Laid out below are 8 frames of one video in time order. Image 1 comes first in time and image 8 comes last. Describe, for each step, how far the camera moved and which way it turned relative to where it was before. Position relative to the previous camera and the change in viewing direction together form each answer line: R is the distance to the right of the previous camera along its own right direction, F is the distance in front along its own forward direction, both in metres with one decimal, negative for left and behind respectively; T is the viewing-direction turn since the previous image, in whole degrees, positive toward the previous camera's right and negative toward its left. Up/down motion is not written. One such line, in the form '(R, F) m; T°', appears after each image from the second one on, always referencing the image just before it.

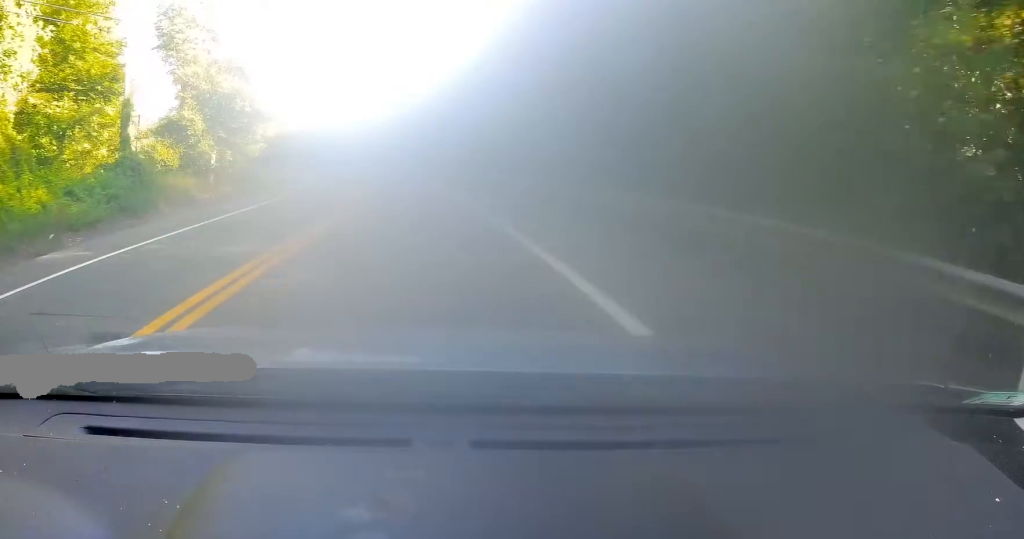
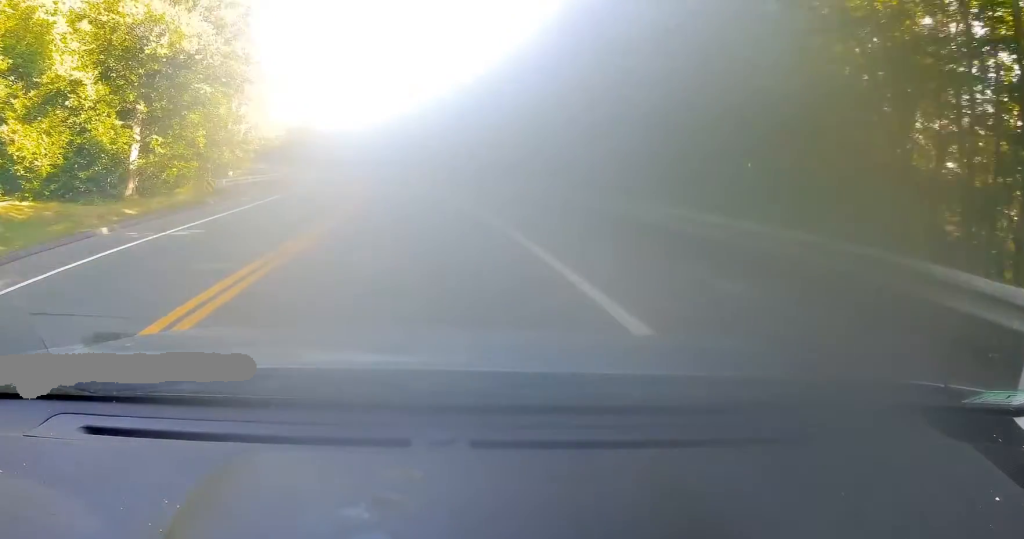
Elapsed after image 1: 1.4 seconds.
(-0.6, +31.6) m; -3°
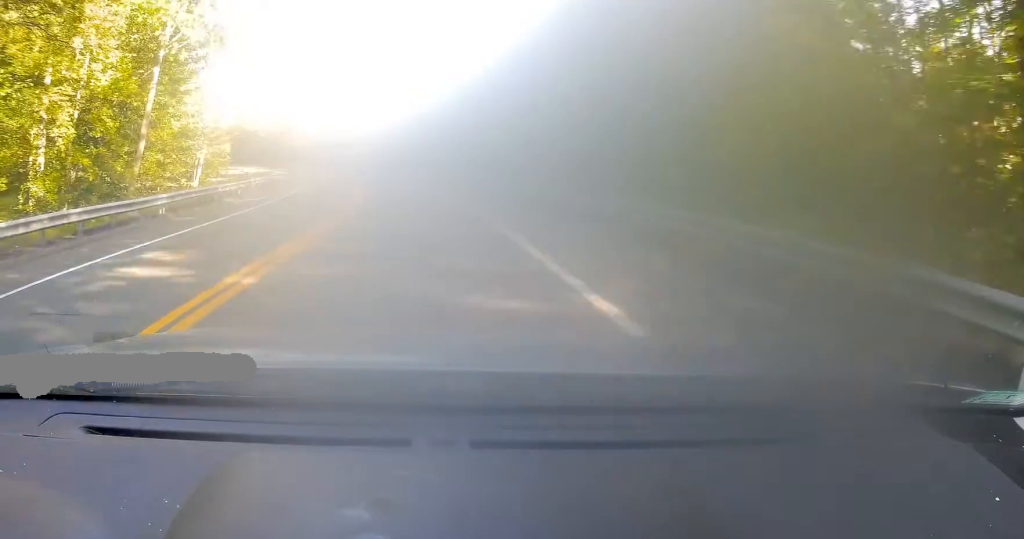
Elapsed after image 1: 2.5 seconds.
(-1.2, +25.6) m; -7°
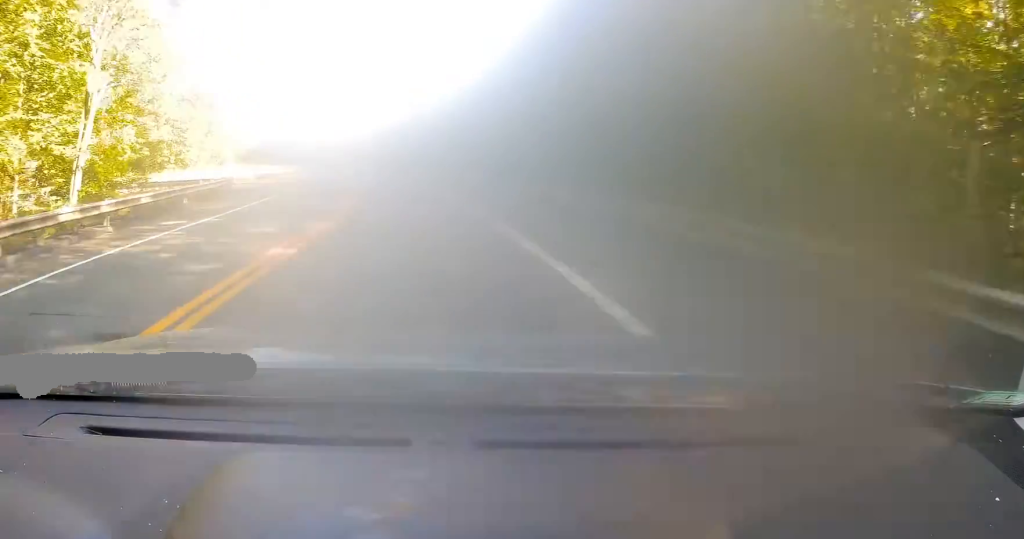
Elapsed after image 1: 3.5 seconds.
(-1.4, +23.9) m; -7°
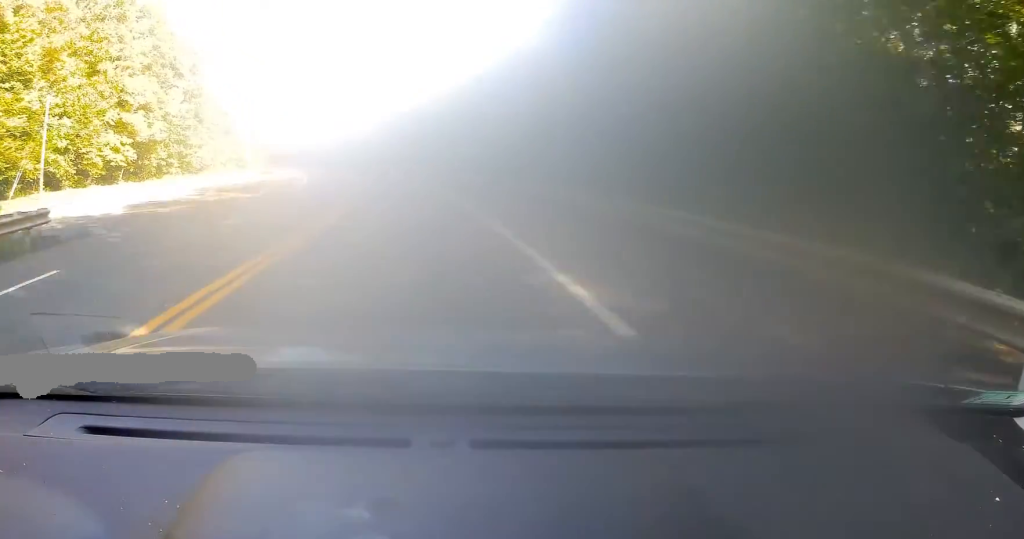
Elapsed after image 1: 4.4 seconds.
(-1.1, +19.9) m; -7°
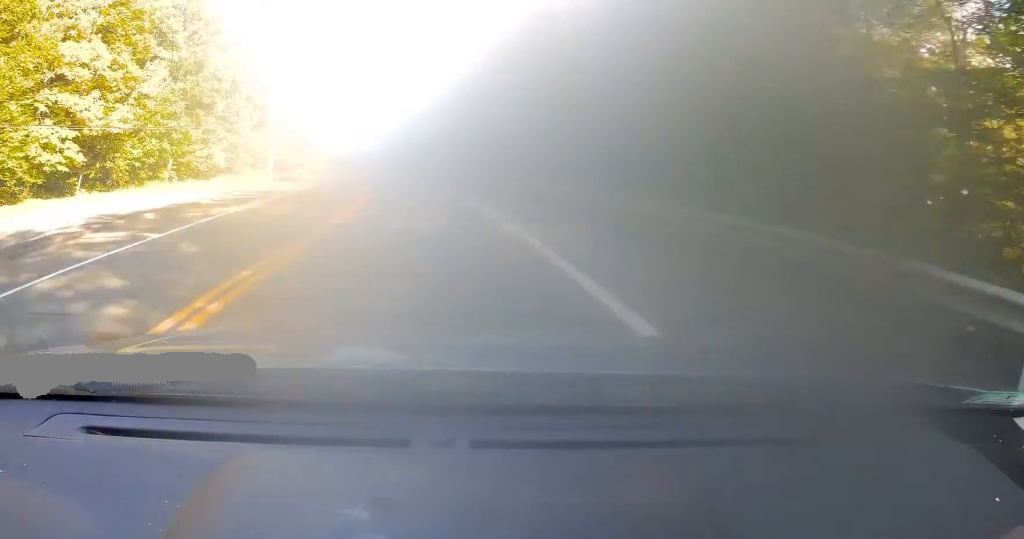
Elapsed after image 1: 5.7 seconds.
(-3.3, +29.5) m; -11°
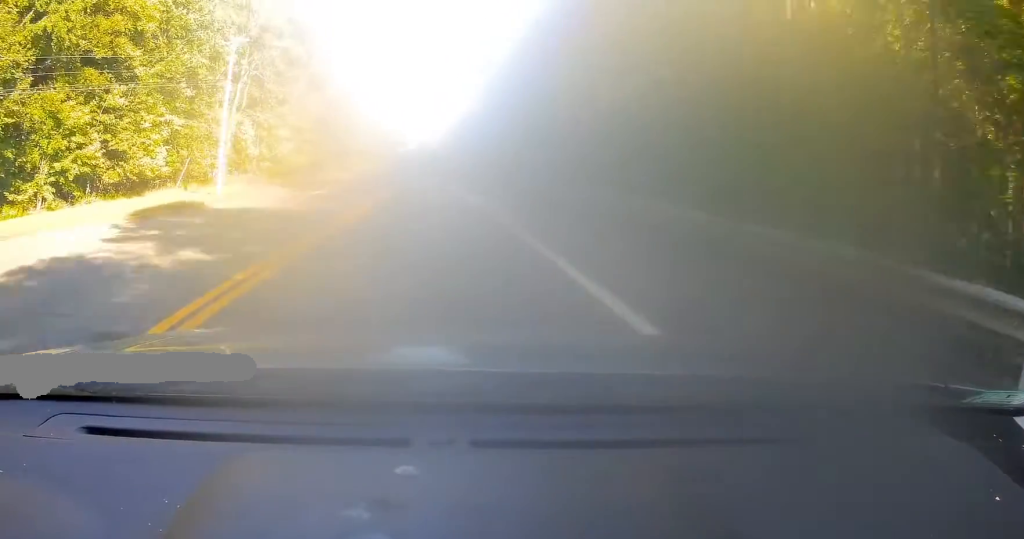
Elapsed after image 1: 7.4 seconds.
(-2.6, +38.7) m; -7°
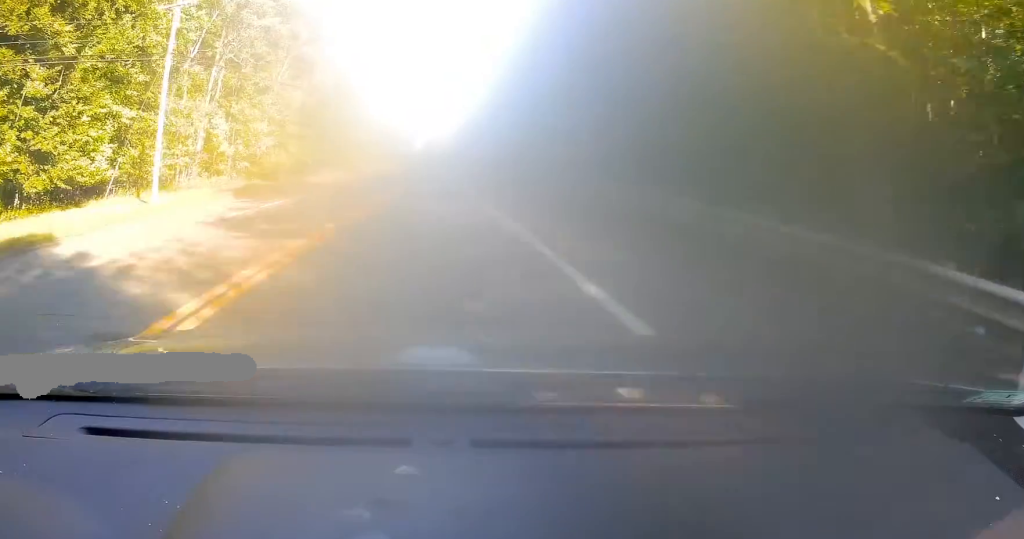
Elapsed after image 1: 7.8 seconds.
(-0.2, +10.7) m; -1°
